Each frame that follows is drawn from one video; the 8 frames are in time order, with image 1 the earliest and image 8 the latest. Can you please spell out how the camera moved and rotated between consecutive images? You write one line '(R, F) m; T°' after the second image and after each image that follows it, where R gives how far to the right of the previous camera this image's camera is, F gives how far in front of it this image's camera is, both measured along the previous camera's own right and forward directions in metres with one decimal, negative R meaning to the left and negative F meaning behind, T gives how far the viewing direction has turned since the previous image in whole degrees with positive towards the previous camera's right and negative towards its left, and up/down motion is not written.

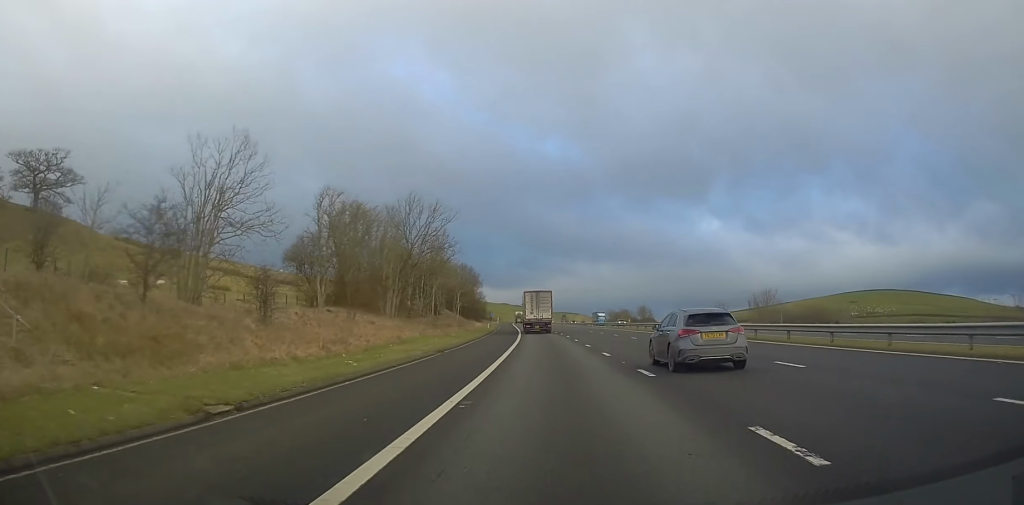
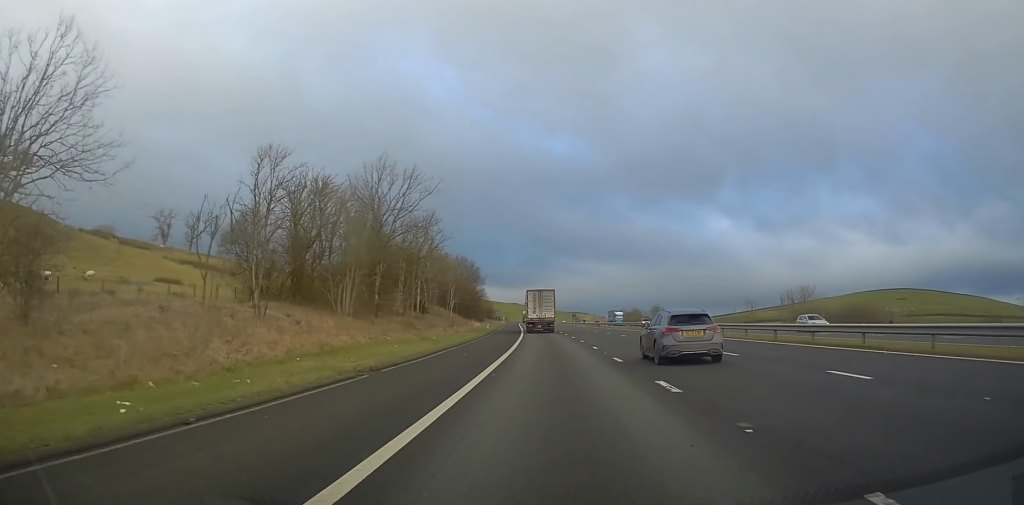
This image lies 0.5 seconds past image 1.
(-0.1, +12.4) m; -1°
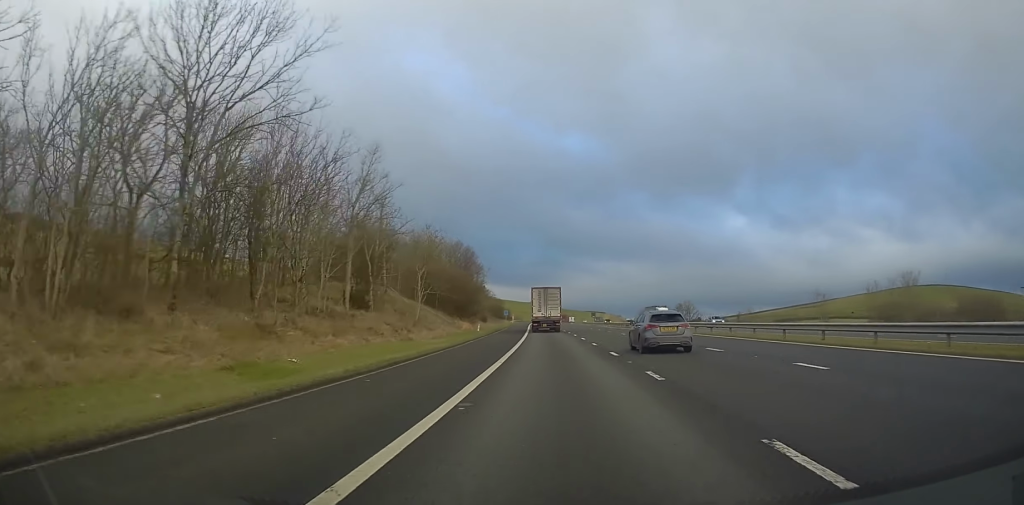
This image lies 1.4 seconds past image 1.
(-0.2, +24.3) m; -1°
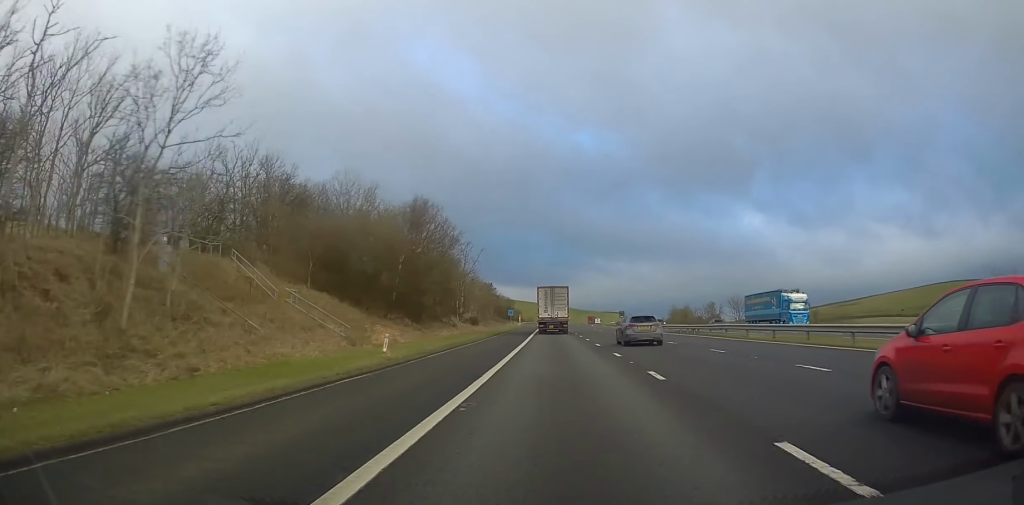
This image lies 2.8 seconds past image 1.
(-0.8, +35.8) m; -2°
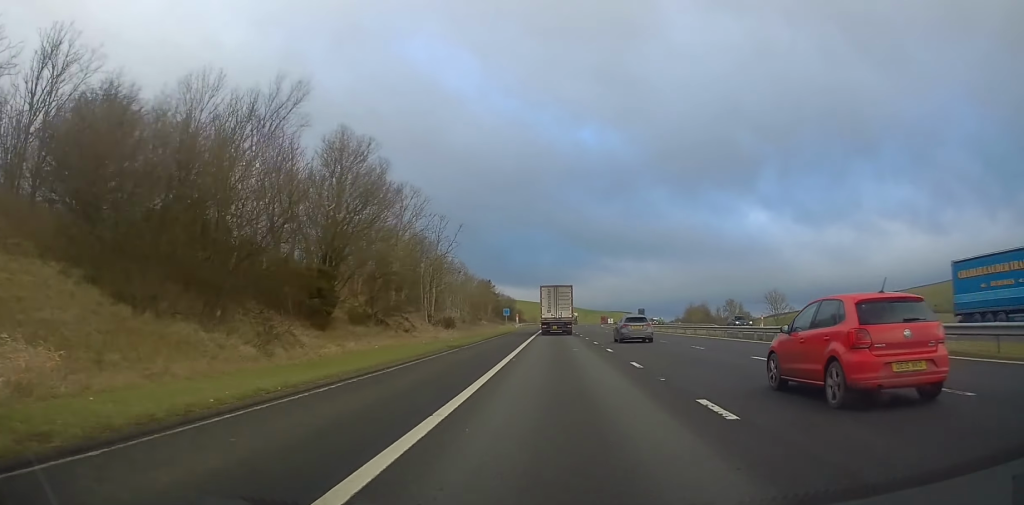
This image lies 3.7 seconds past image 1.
(-0.2, +23.1) m; -1°
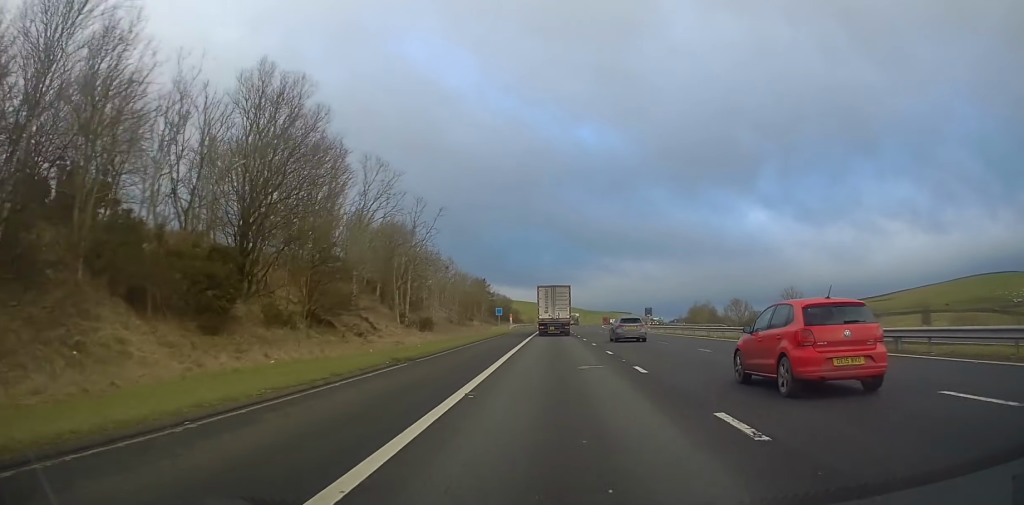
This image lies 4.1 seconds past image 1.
(0.0, +11.0) m; 0°
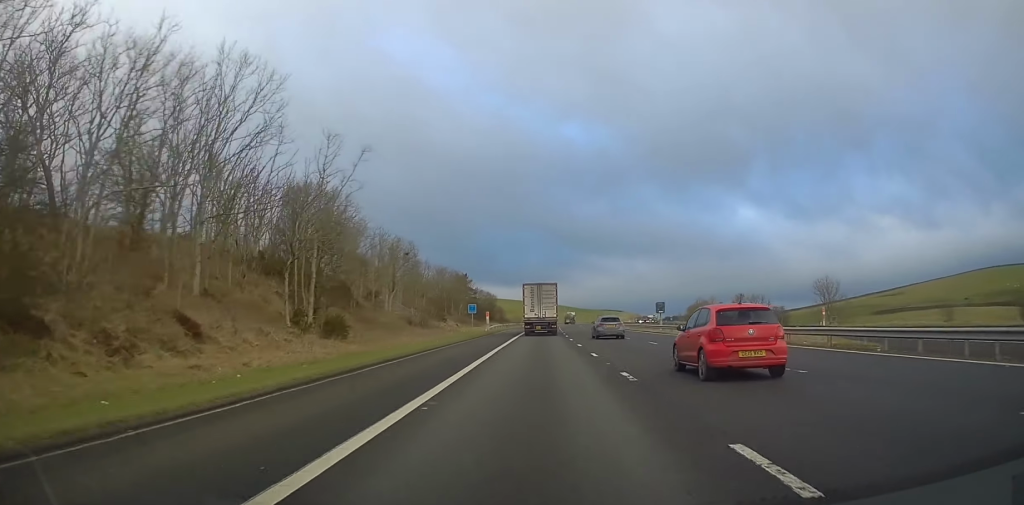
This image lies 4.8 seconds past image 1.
(-0.1, +19.8) m; 0°
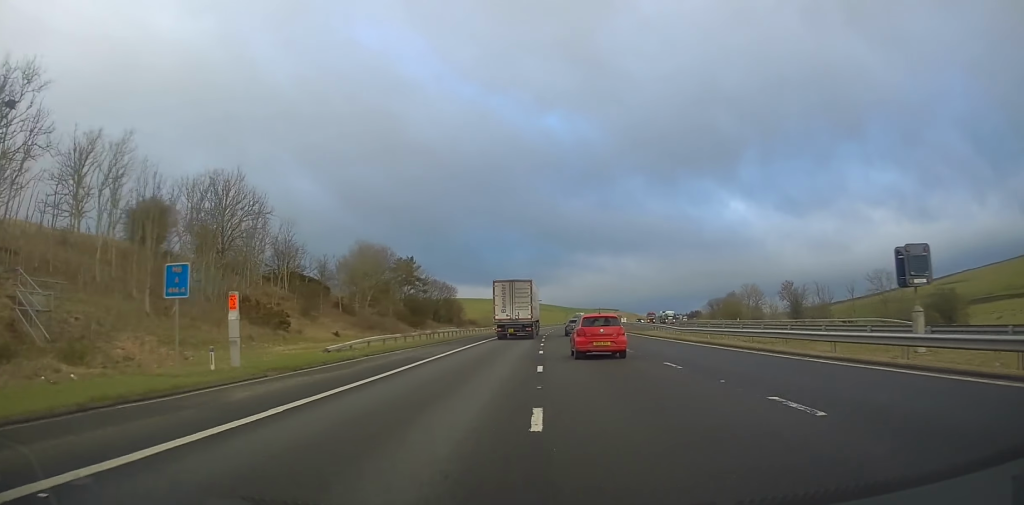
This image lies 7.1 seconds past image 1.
(+0.8, +58.9) m; +1°
